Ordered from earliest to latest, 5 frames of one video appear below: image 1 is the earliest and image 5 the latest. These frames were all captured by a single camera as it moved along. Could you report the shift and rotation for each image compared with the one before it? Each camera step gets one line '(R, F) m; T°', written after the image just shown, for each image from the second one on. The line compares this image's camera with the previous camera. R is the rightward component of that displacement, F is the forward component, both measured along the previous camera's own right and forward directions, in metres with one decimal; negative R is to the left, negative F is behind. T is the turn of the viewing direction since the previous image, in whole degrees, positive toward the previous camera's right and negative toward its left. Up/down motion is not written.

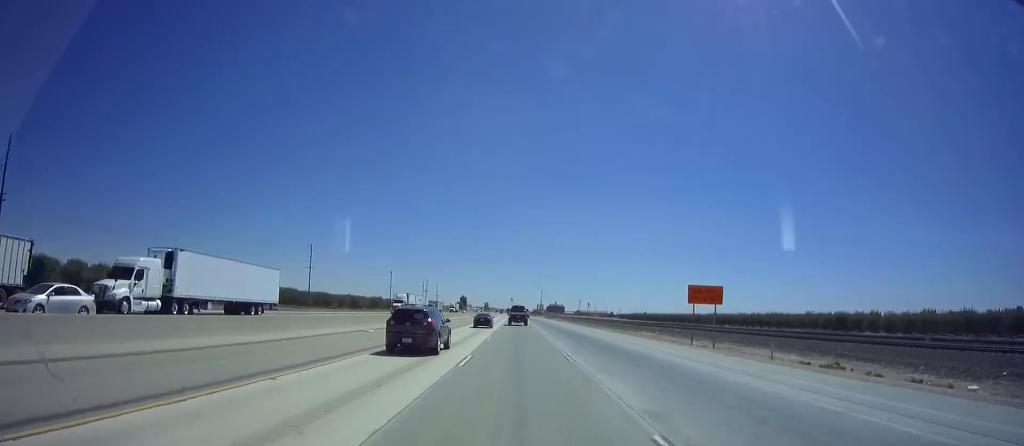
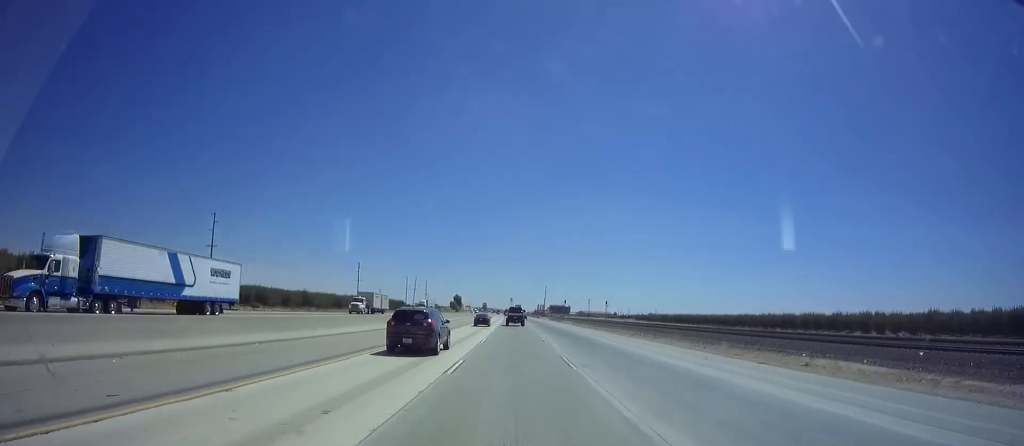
(0.0, +45.4) m; 0°
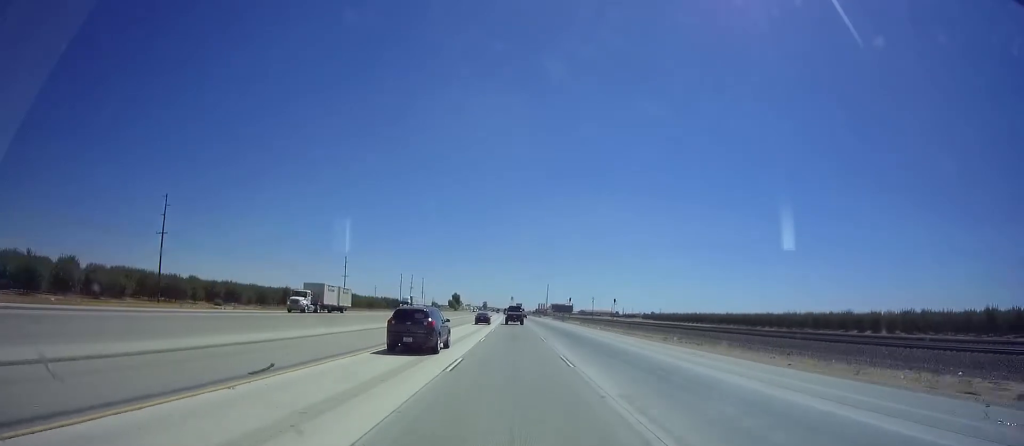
(0.0, +14.4) m; 0°
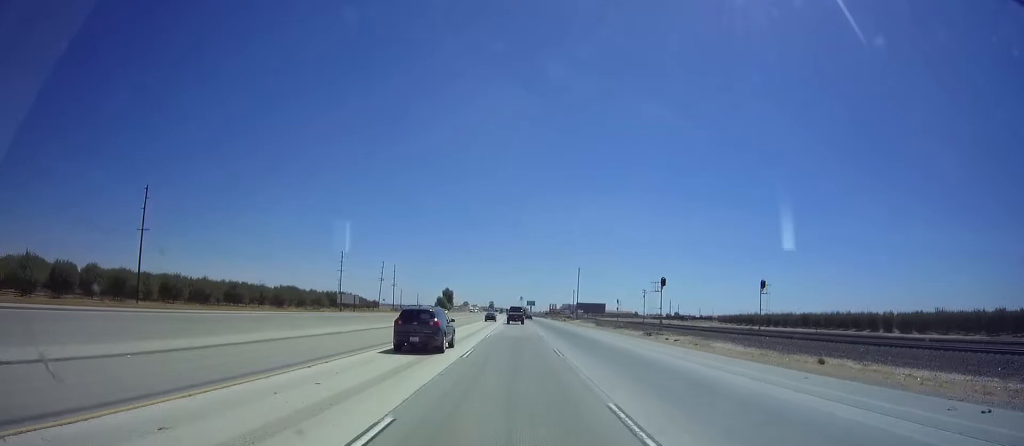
(-1.4, +97.6) m; -1°
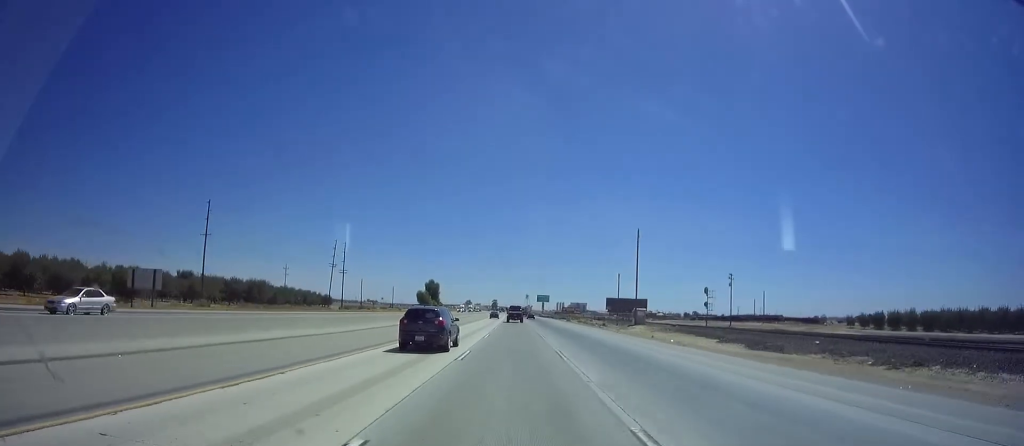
(-0.1, +74.4) m; 0°
